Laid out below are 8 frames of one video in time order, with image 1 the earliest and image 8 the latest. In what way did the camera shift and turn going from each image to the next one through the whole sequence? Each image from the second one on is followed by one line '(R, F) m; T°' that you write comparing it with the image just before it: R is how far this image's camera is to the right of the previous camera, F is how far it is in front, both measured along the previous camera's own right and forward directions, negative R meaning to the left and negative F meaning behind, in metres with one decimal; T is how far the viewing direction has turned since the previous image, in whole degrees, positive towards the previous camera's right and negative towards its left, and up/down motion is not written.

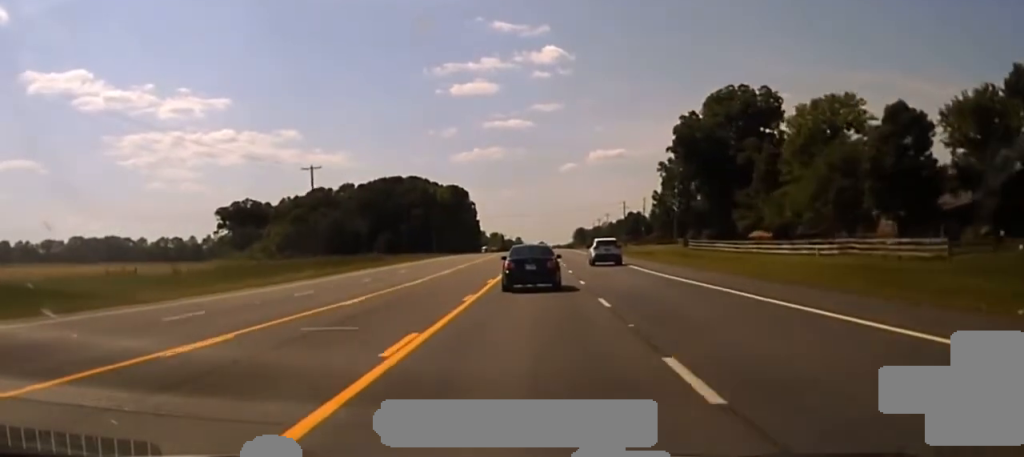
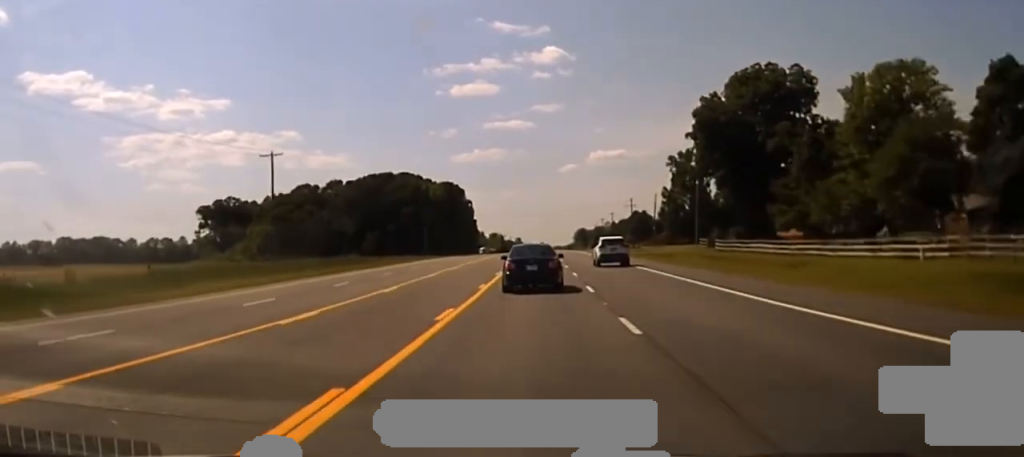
(0.0, +18.0) m; 0°
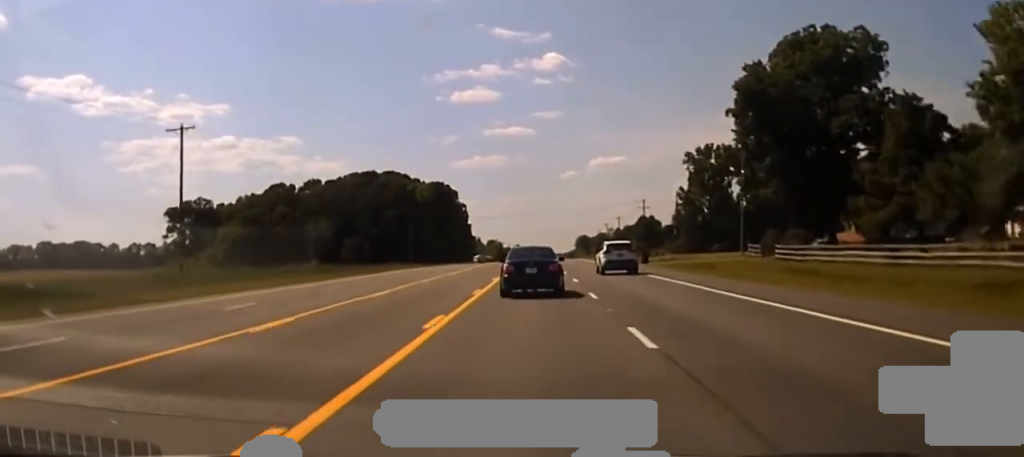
(-0.3, +25.8) m; 0°
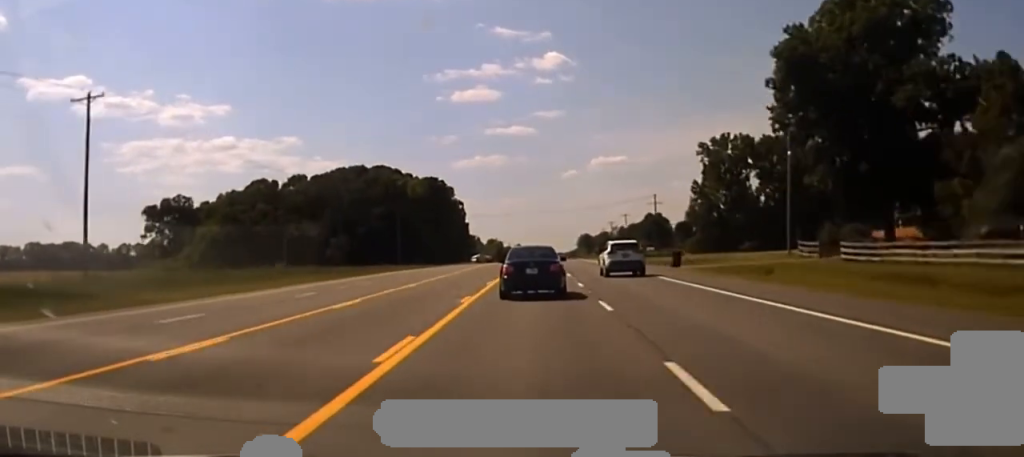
(+0.1, +15.6) m; 0°
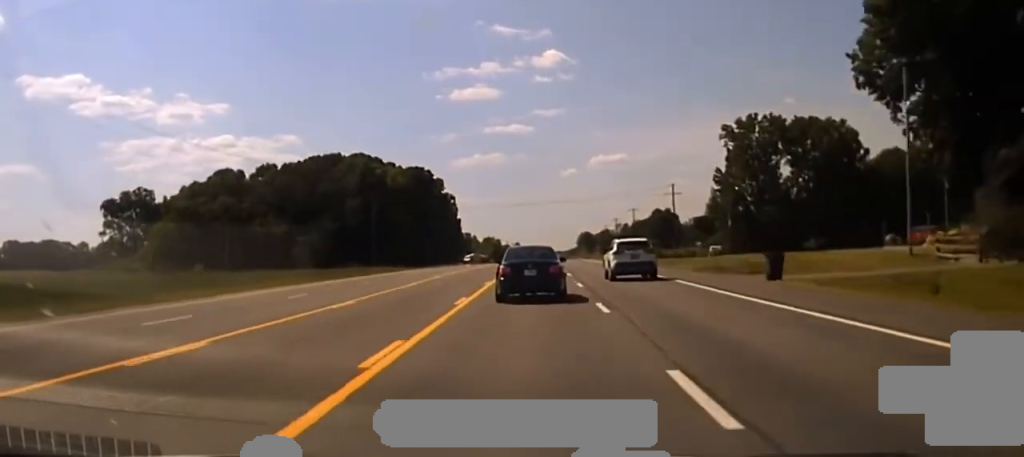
(+0.1, +23.0) m; 0°
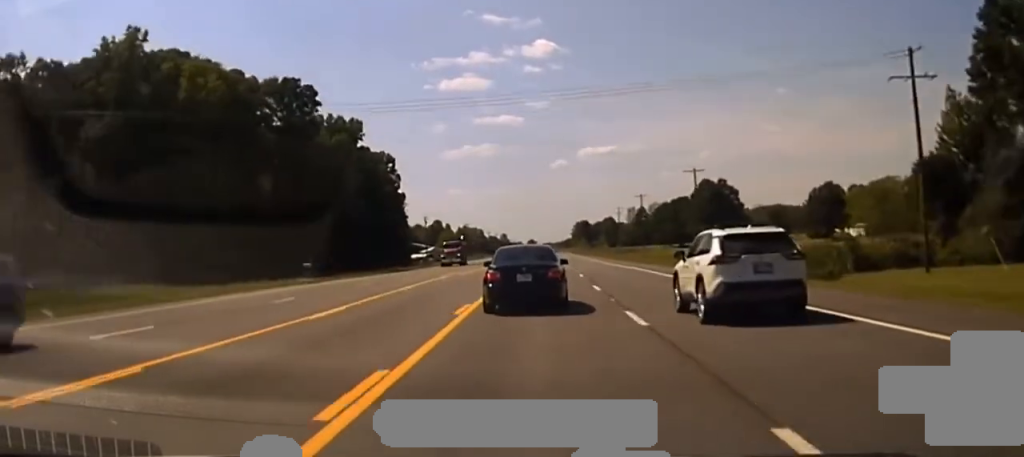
(+0.3, +92.7) m; 0°
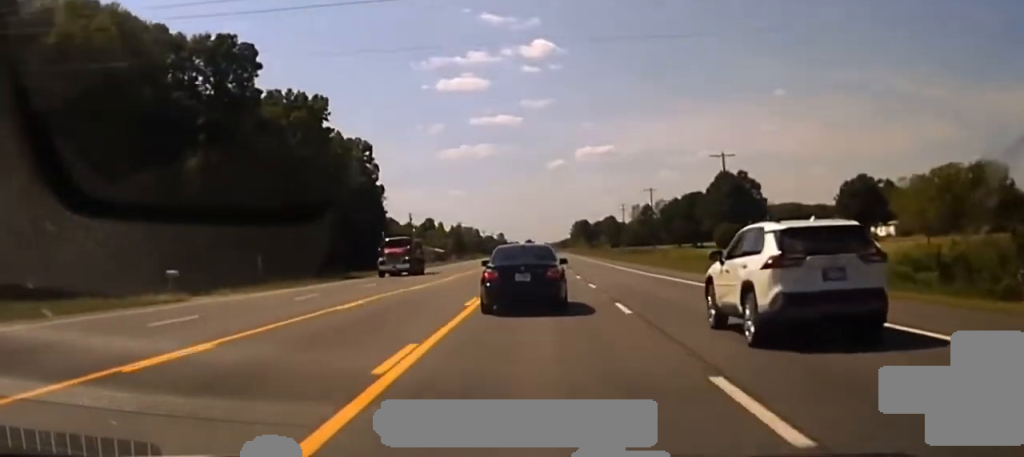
(0.0, +24.5) m; 0°
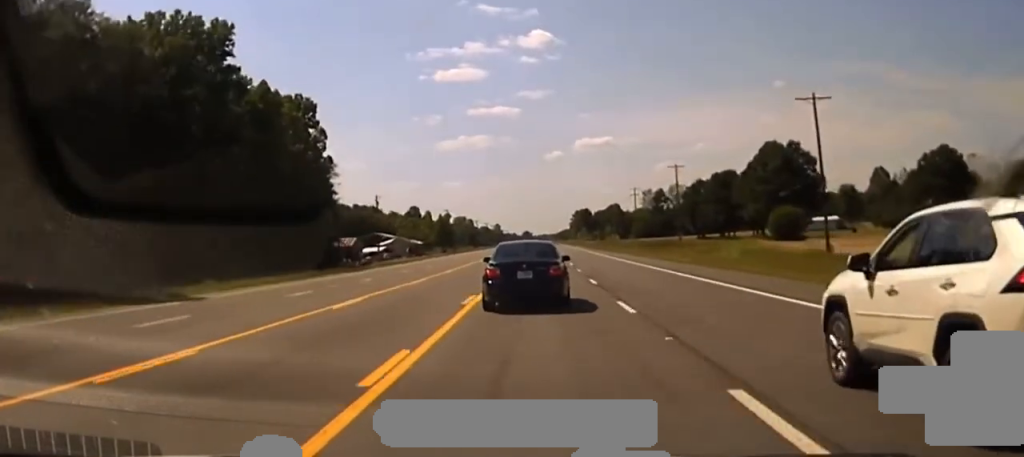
(+0.3, +40.4) m; 0°
